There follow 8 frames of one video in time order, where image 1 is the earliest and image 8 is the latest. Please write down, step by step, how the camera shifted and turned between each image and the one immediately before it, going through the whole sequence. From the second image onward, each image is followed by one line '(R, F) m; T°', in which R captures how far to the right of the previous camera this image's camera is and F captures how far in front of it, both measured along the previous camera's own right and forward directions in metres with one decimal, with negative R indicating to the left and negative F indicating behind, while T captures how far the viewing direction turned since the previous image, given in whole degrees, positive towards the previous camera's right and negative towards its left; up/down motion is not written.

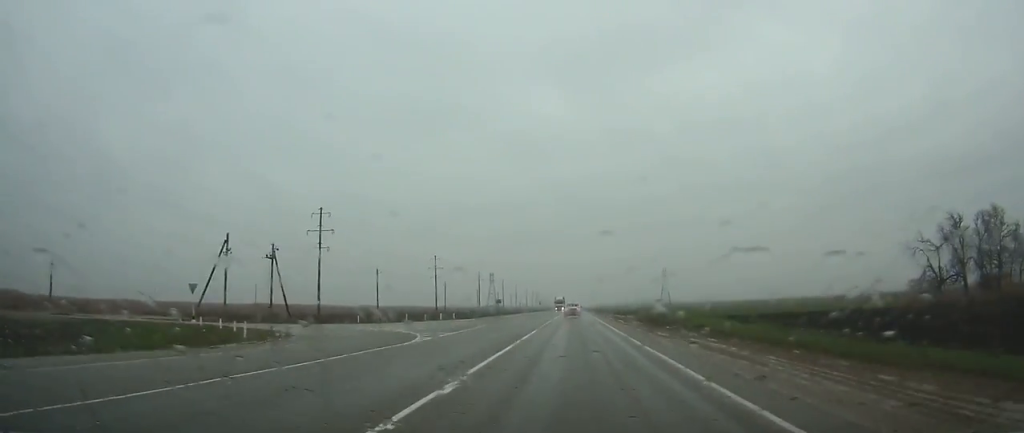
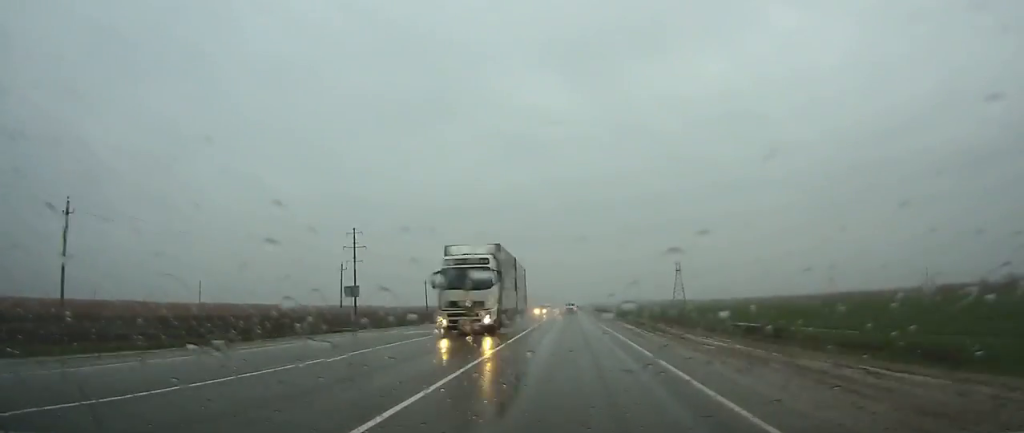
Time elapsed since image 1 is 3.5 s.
(+0.2, +69.5) m; 0°
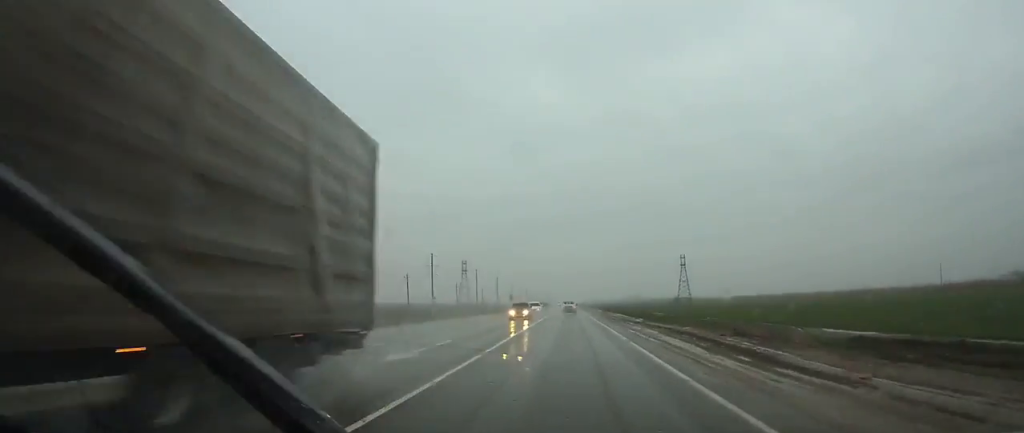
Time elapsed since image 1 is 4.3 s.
(0.0, +16.2) m; 0°
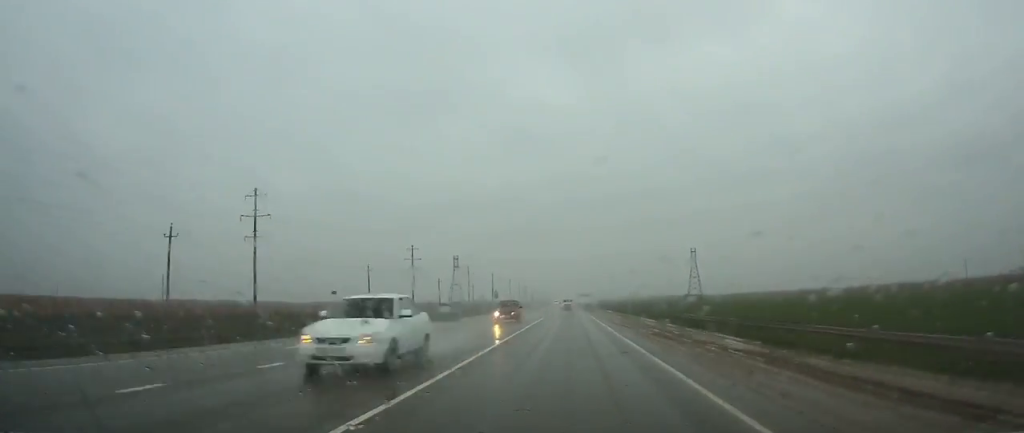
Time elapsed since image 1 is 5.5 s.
(0.0, +25.7) m; 0°
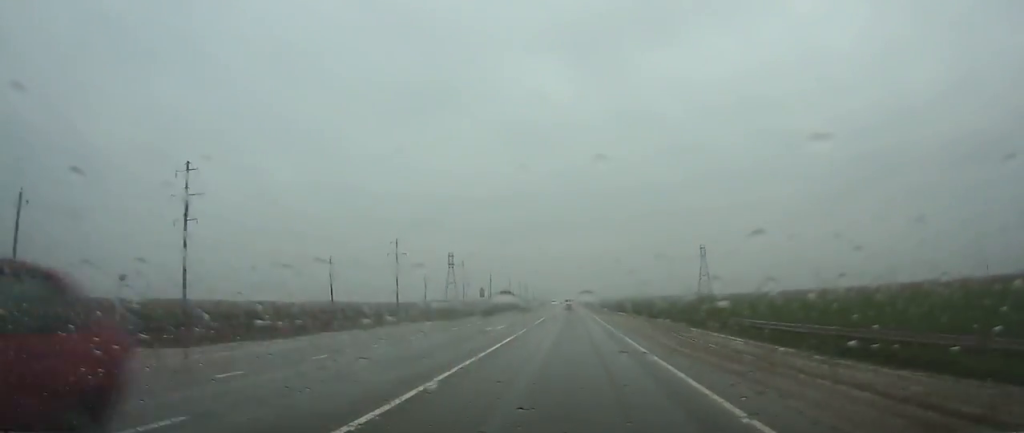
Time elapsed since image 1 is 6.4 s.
(0.0, +17.7) m; 0°
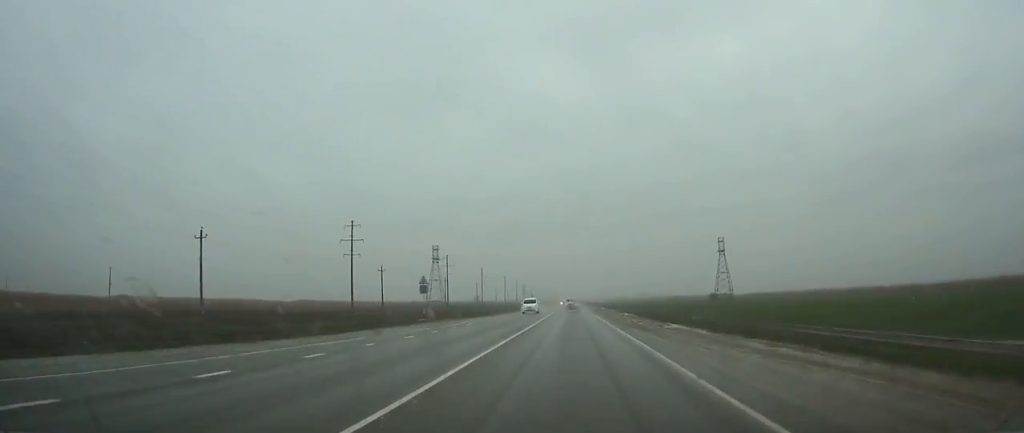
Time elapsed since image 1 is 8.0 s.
(0.0, +32.8) m; 0°
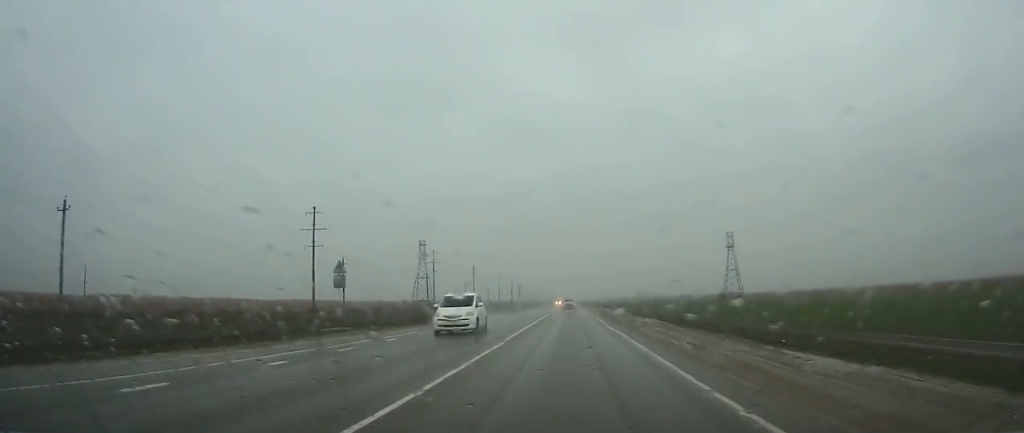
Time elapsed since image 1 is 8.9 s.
(0.0, +17.8) m; 0°
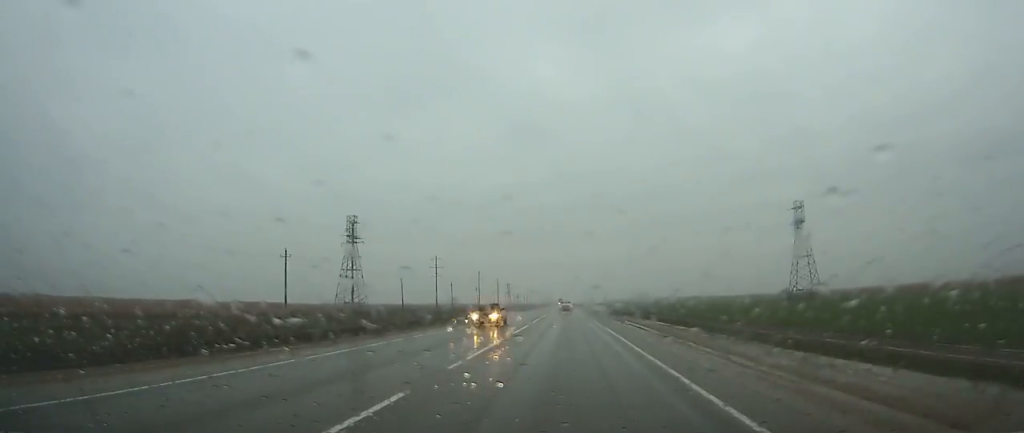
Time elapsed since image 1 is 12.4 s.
(0.0, +72.9) m; 0°
